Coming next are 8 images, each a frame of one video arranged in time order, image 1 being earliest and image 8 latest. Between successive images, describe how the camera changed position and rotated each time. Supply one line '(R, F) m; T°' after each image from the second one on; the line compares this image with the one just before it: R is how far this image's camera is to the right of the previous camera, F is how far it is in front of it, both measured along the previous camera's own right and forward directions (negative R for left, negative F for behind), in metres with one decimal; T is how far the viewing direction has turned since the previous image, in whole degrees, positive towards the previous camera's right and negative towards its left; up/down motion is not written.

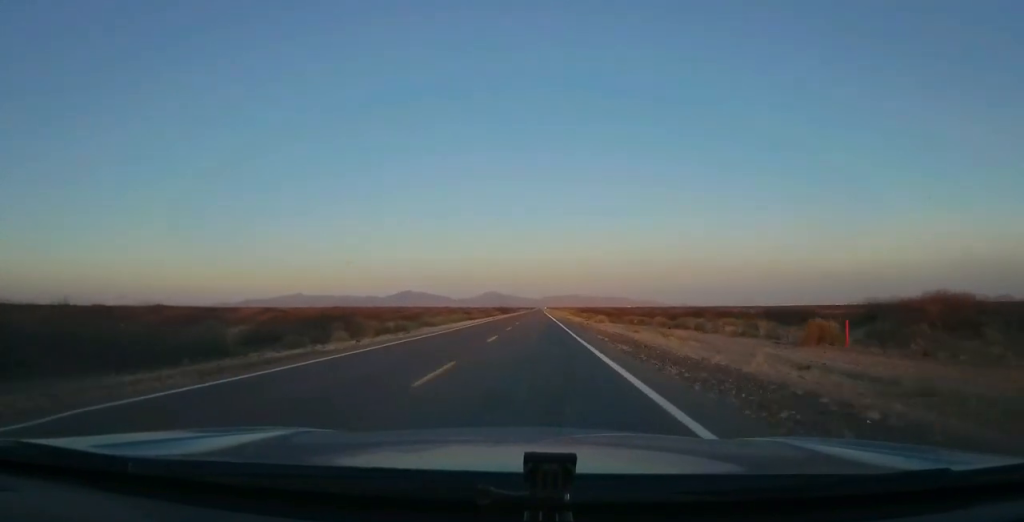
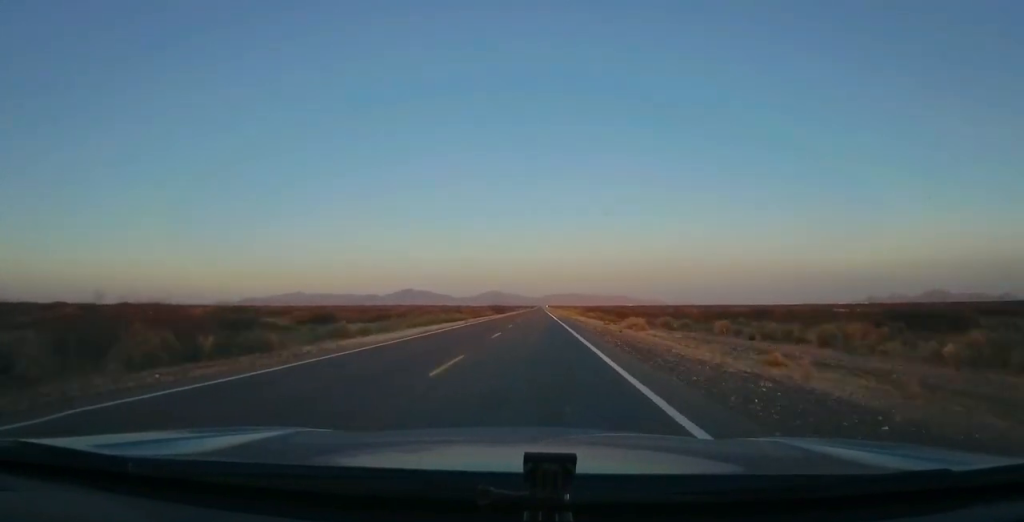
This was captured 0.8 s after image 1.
(0.0, +22.5) m; 0°
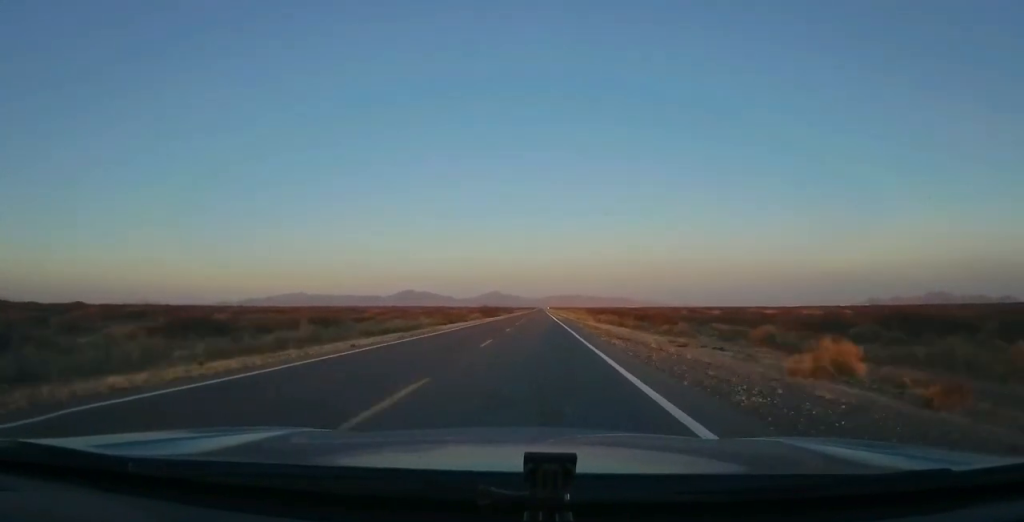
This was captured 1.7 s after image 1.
(-0.1, +28.3) m; -1°
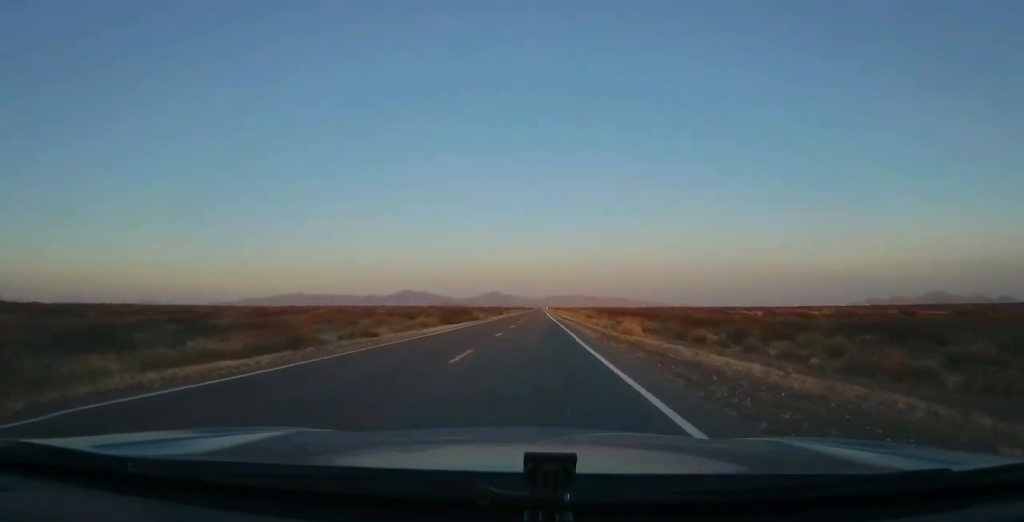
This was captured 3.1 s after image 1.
(+0.1, +41.0) m; +1°
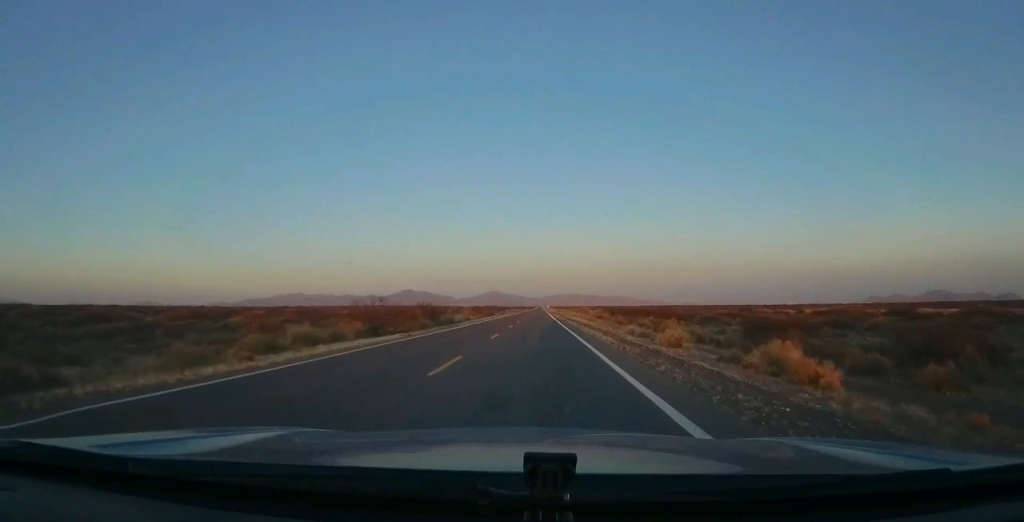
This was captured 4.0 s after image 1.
(+0.1, +26.3) m; 0°
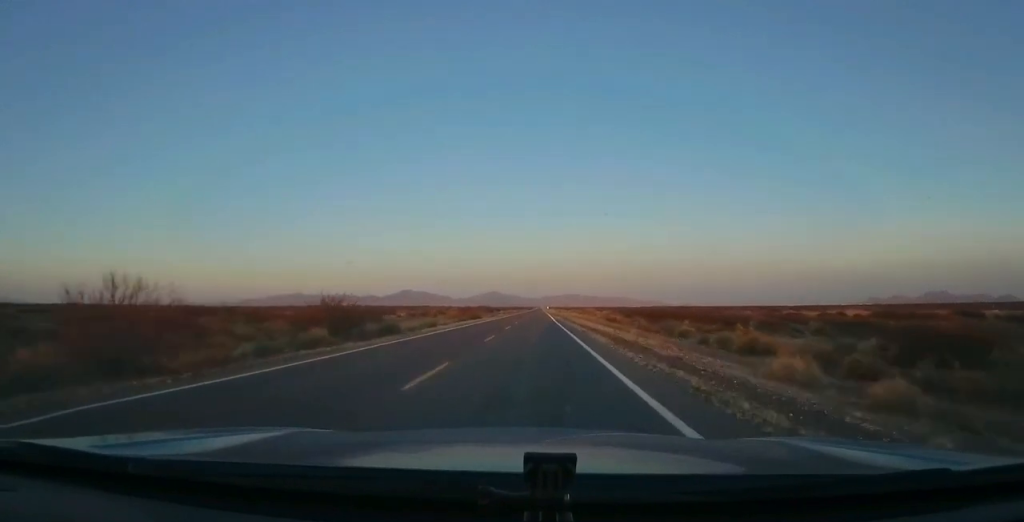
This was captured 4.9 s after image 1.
(0.0, +25.3) m; -1°
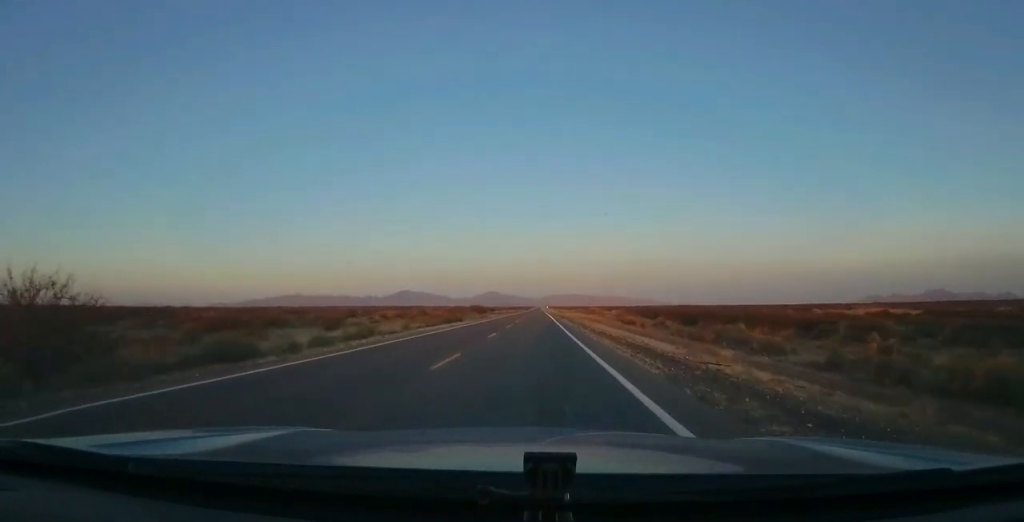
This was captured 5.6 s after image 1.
(0.0, +21.4) m; -1°
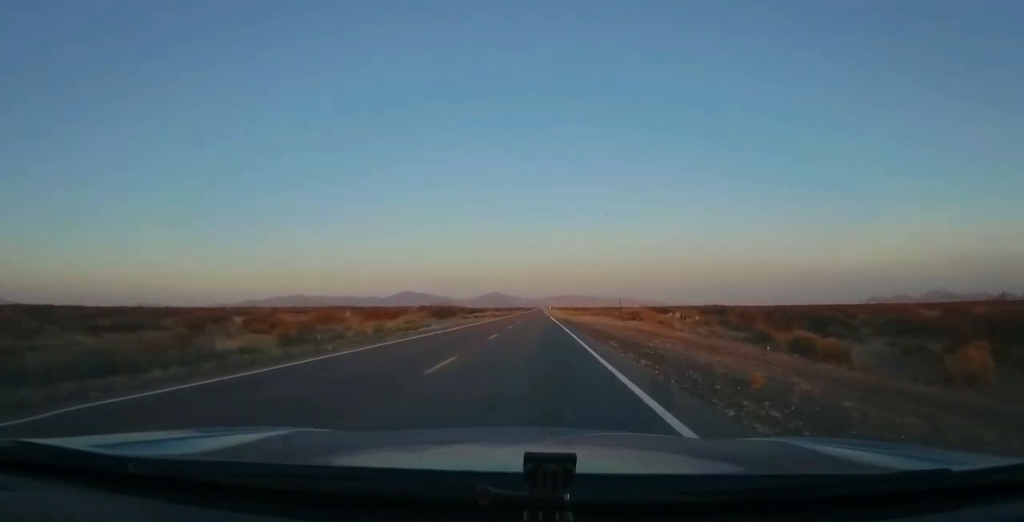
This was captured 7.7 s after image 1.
(+0.4, +60.4) m; +1°
